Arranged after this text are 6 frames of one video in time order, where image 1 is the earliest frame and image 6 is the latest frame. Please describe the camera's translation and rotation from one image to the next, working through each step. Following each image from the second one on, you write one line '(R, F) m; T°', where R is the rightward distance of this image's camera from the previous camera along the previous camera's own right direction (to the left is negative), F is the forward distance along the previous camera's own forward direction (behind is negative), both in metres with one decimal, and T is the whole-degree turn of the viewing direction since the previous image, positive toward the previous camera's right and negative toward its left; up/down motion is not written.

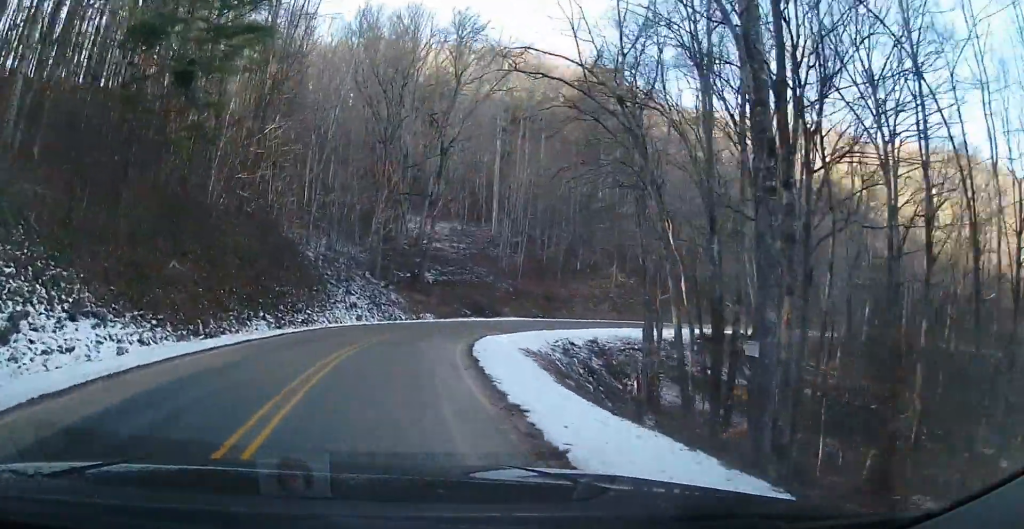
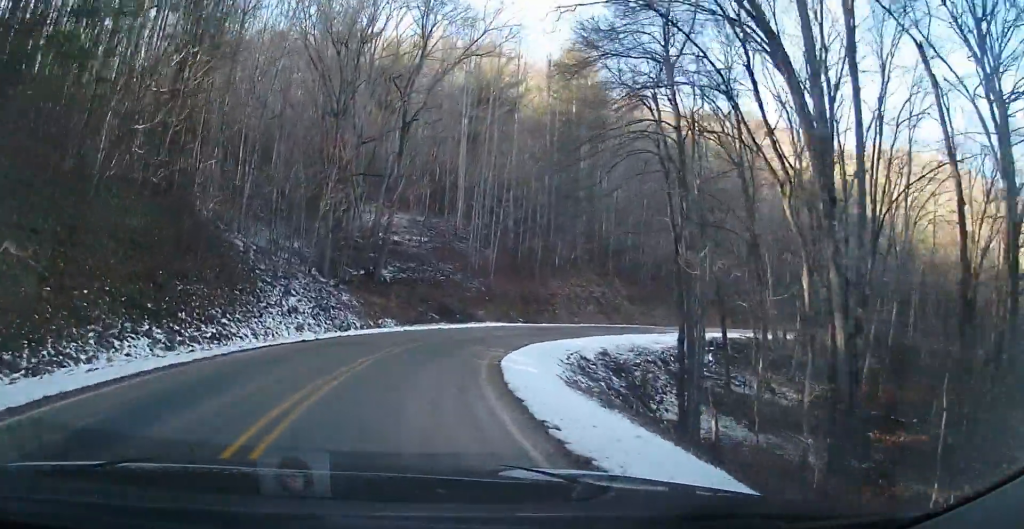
(+0.3, +10.2) m; +3°
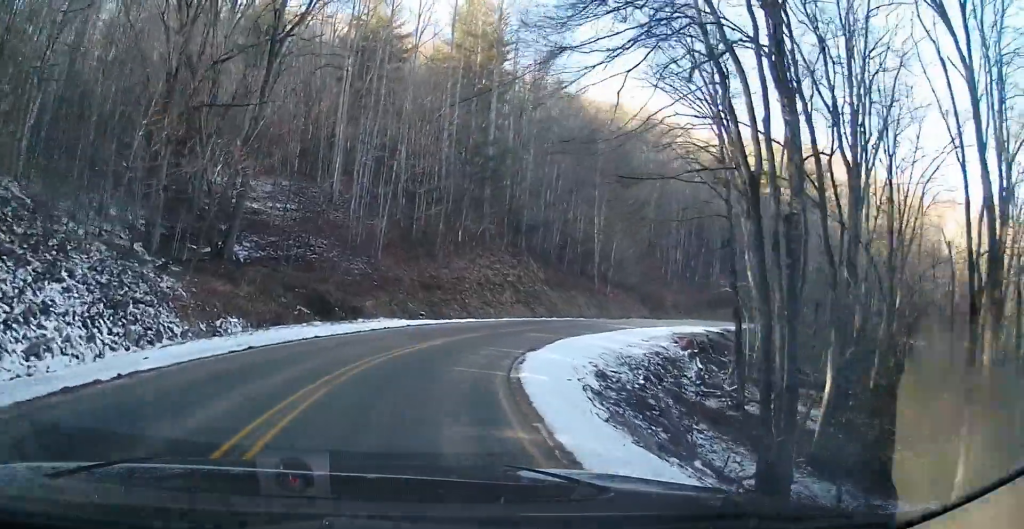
(+0.5, +15.1) m; +6°
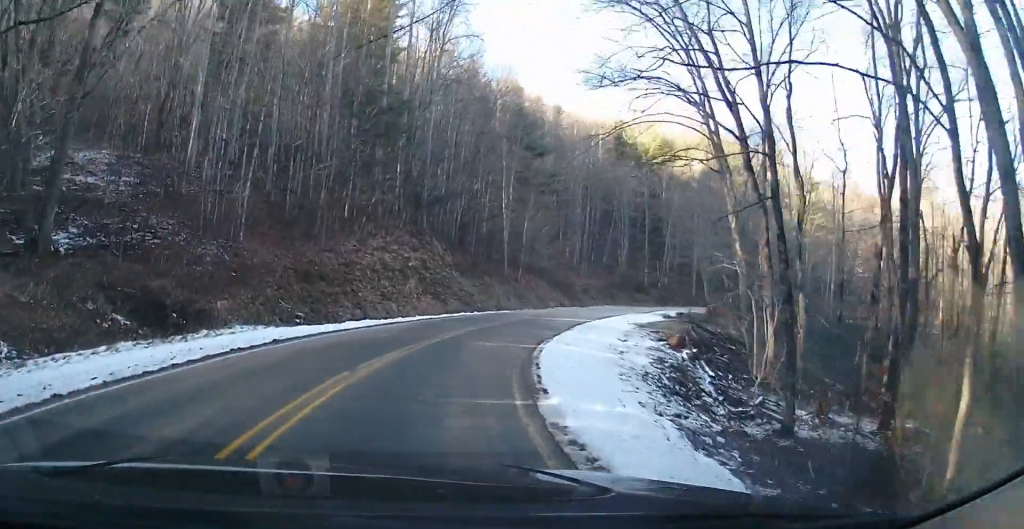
(+1.2, +11.0) m; +14°
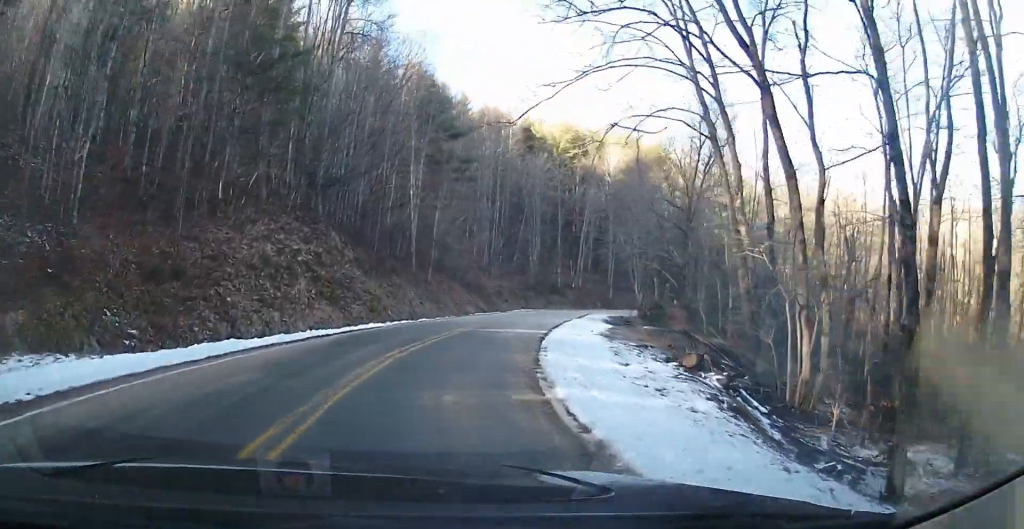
(+0.9, +8.3) m; +11°
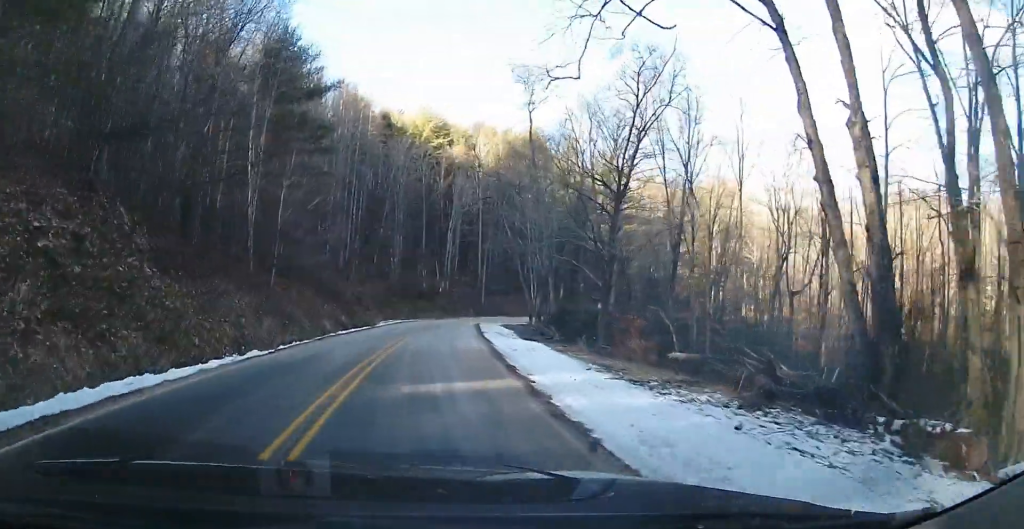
(+1.5, +11.9) m; +20°
